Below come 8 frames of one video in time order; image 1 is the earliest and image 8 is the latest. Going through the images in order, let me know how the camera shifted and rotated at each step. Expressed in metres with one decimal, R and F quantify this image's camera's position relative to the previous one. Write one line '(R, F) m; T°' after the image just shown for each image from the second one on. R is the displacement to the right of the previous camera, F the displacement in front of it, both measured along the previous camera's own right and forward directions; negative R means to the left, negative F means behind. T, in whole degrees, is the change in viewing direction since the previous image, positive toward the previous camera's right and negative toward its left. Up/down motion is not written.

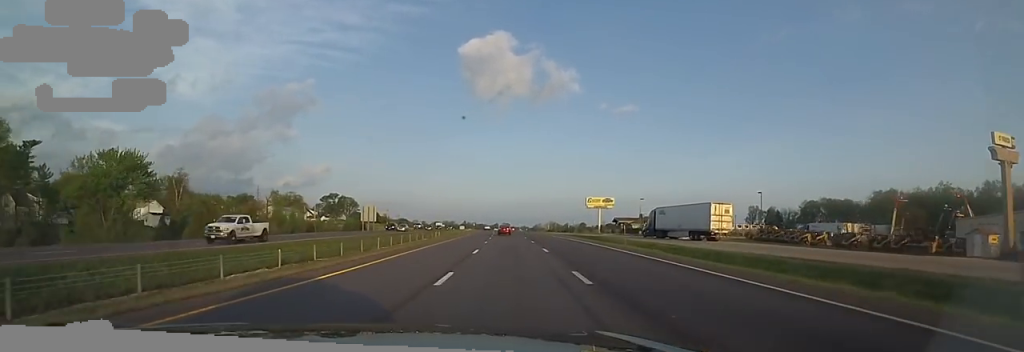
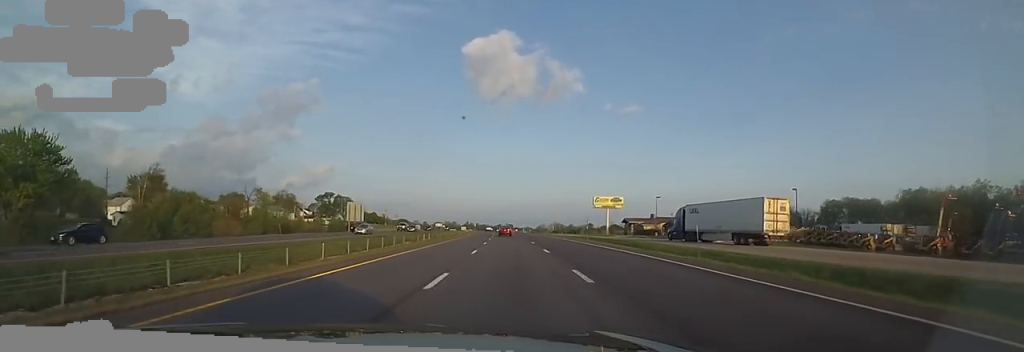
(+0.3, +13.3) m; 0°
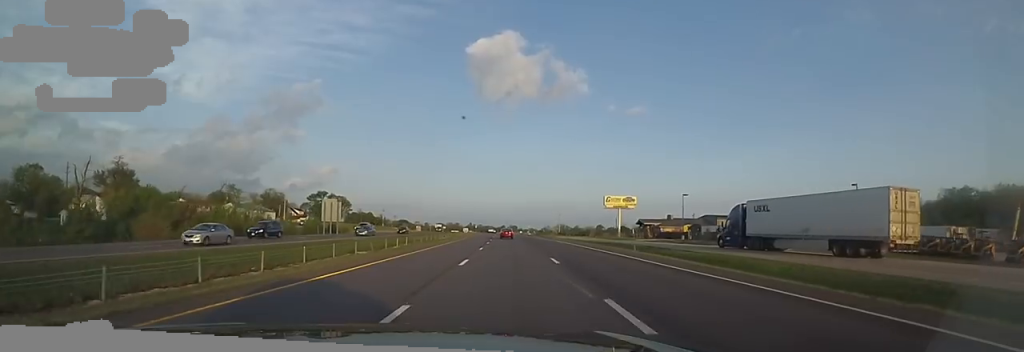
(+0.7, +17.7) m; -1°
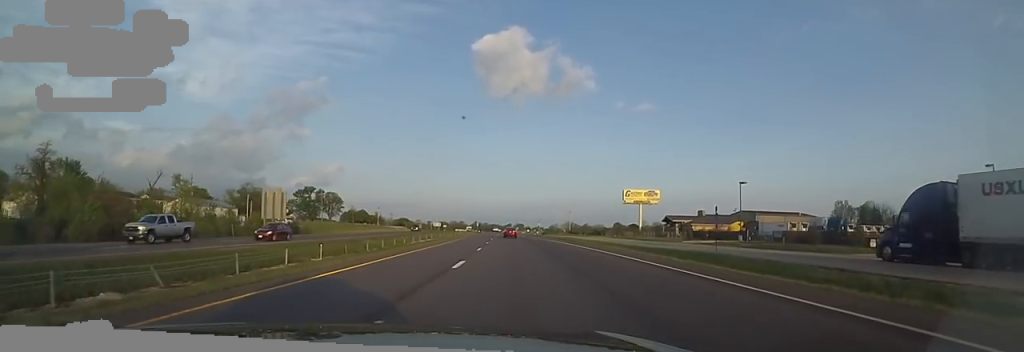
(-1.0, +26.7) m; -2°
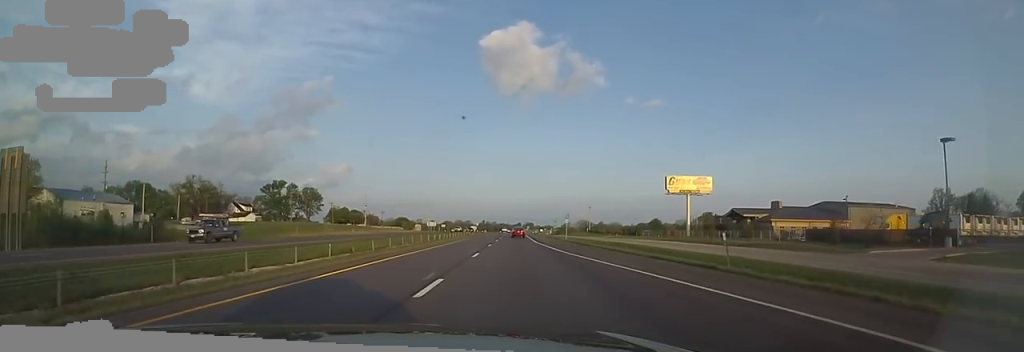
(-0.4, +43.4) m; 0°
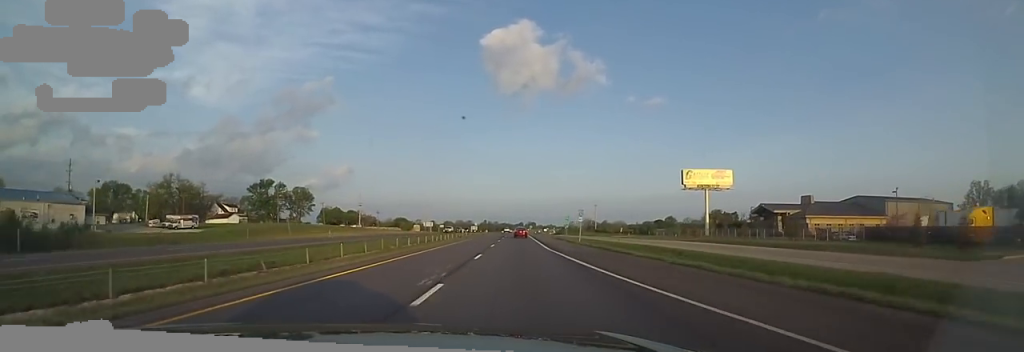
(+0.1, +12.5) m; 0°
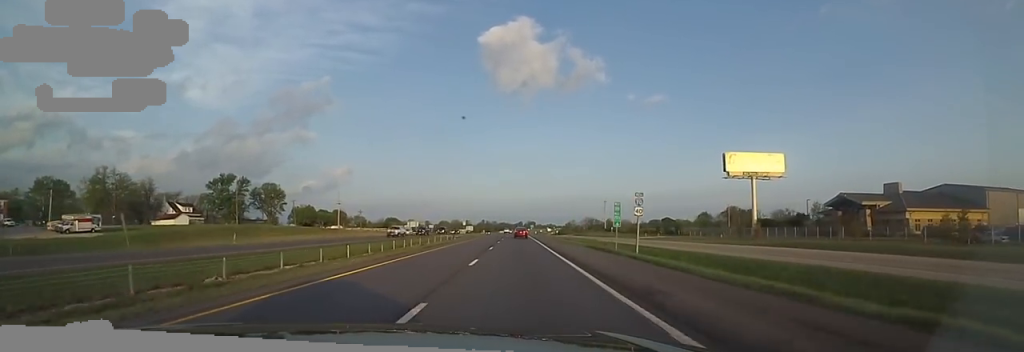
(+0.1, +28.3) m; 0°
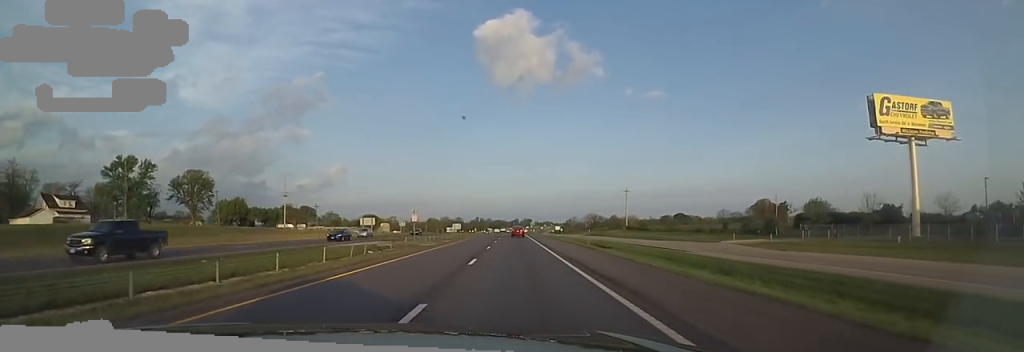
(-0.3, +48.6) m; -1°
